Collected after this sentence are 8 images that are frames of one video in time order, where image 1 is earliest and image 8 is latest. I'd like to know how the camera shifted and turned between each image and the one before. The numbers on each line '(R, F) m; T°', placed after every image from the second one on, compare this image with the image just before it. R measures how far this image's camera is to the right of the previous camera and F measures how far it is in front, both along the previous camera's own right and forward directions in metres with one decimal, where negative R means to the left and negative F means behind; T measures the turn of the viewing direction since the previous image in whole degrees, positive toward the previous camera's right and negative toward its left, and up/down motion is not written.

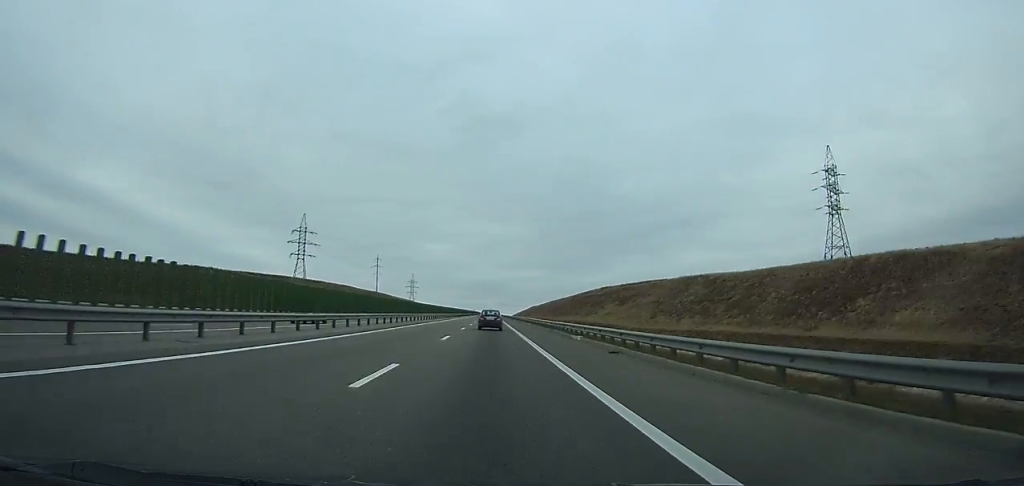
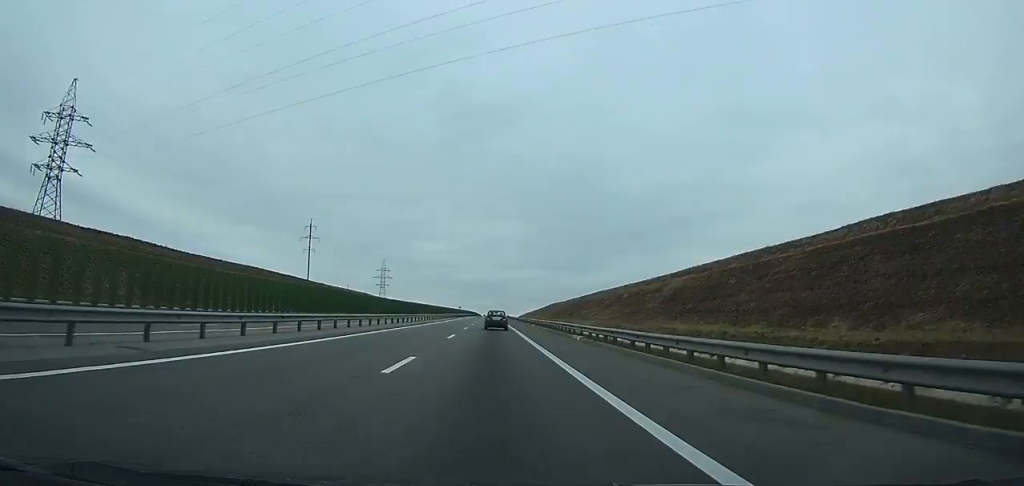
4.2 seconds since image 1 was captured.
(-0.2, +117.0) m; 0°
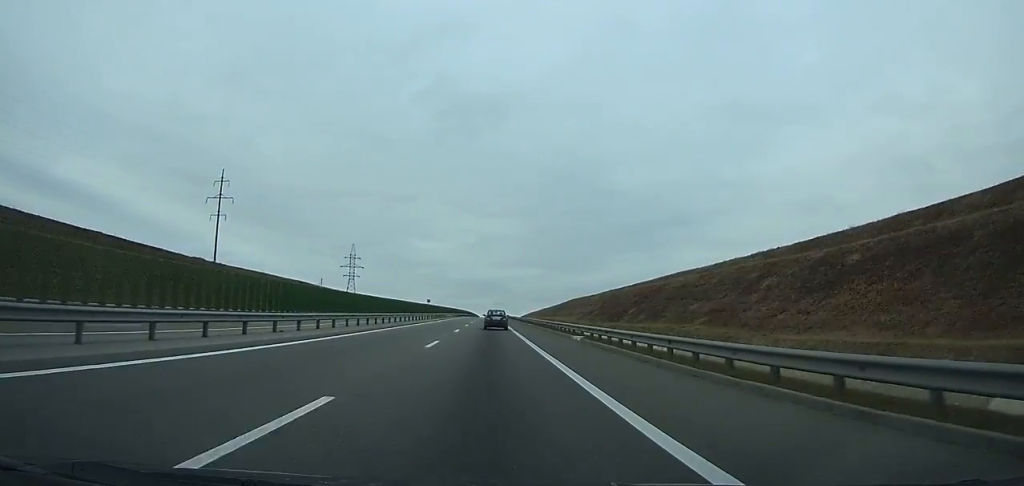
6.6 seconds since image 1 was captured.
(-0.2, +67.5) m; 0°
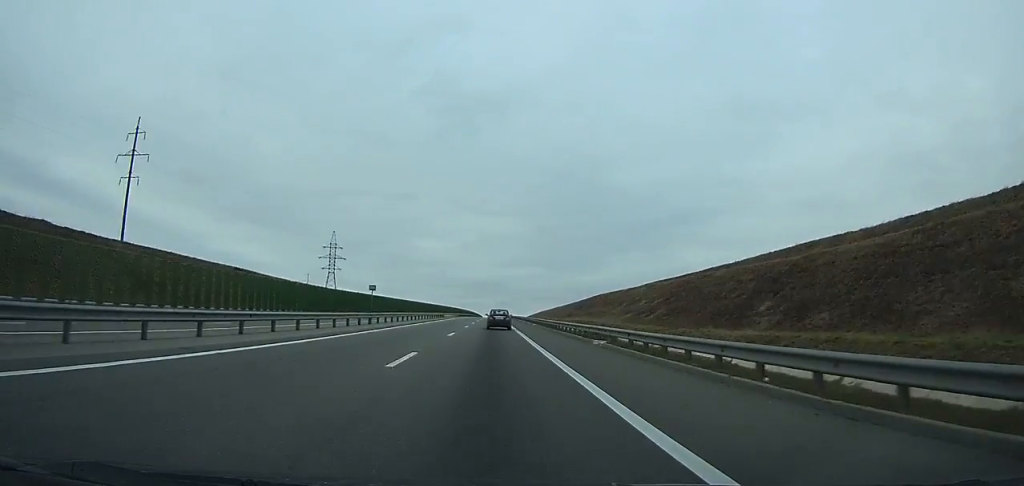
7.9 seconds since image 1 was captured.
(0.0, +38.0) m; 0°
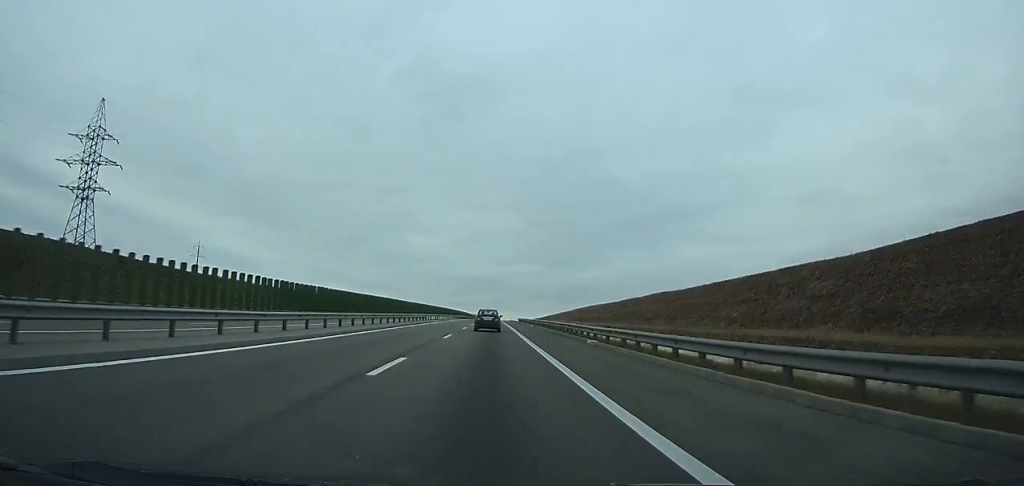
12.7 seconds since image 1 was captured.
(+0.1, +144.6) m; 0°
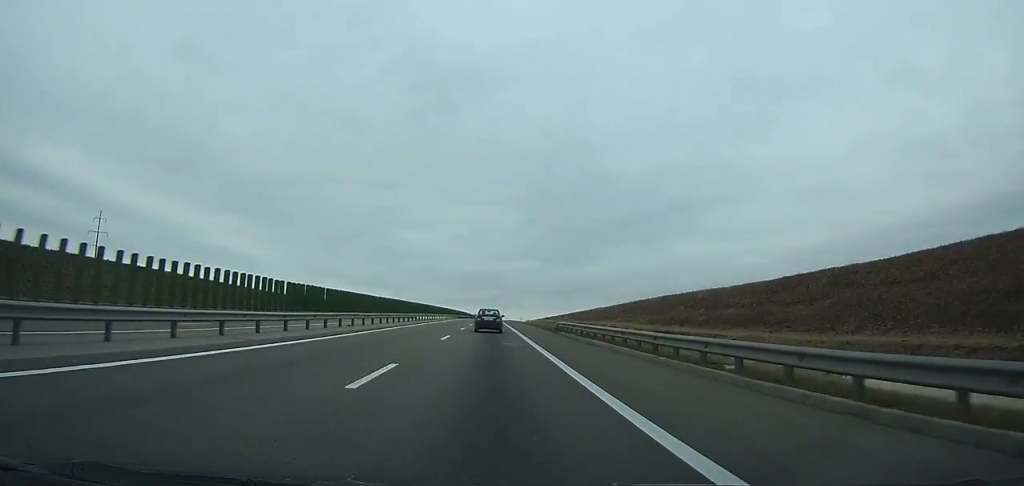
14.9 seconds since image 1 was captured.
(0.0, +69.0) m; 0°
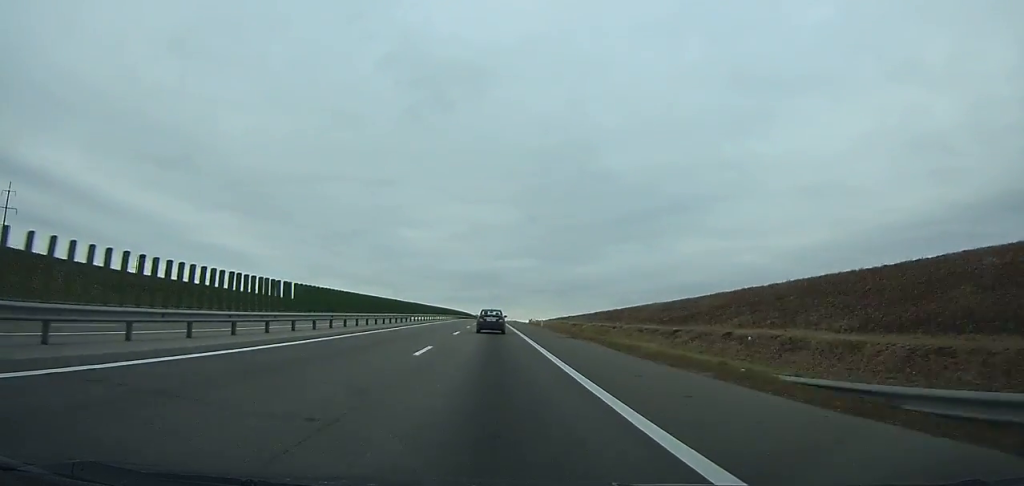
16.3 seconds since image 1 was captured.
(0.0, +44.1) m; 0°
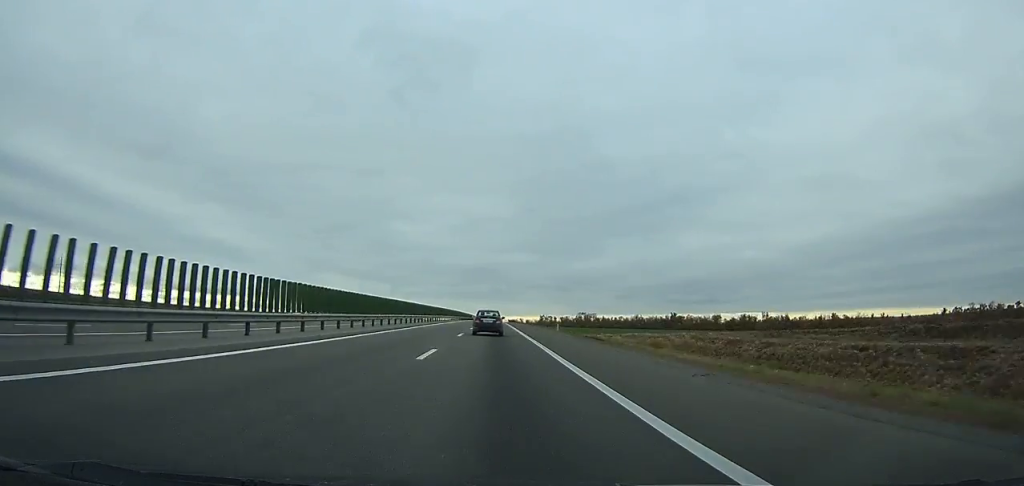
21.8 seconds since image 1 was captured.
(-0.4, +166.6) m; 0°
